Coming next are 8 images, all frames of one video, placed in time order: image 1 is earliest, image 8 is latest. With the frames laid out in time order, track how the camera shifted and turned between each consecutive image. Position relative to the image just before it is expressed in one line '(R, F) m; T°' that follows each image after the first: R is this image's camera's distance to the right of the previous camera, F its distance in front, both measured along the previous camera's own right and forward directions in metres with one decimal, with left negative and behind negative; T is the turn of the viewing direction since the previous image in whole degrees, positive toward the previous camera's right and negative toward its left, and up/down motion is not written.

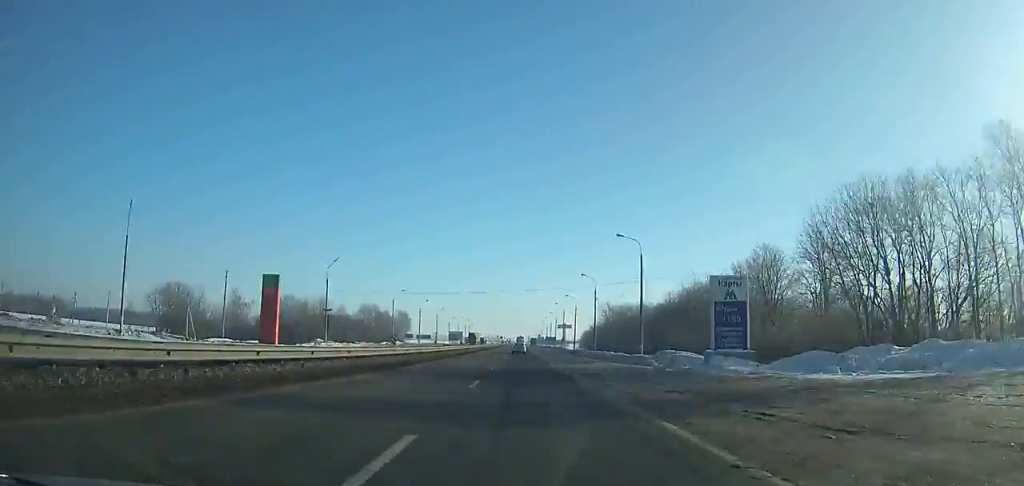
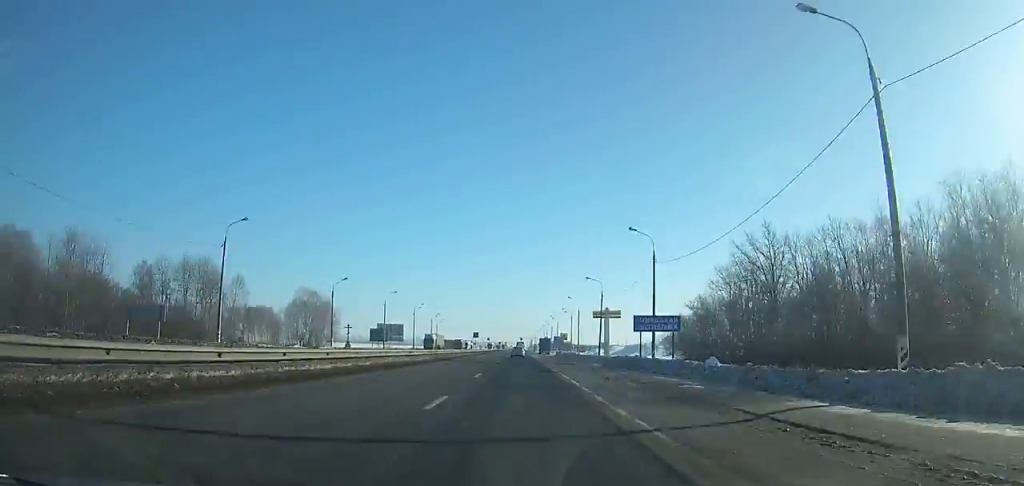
(-0.4, +123.4) m; 0°
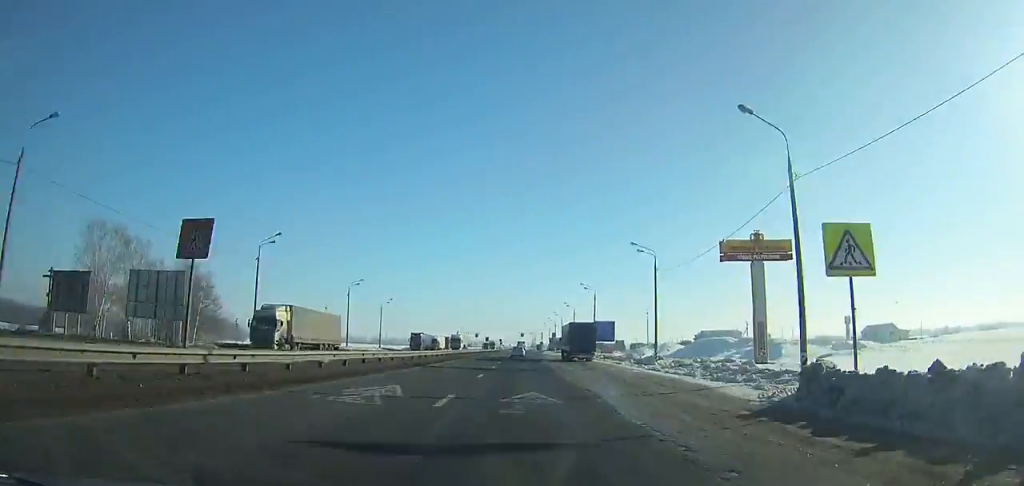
(0.0, +82.2) m; 0°
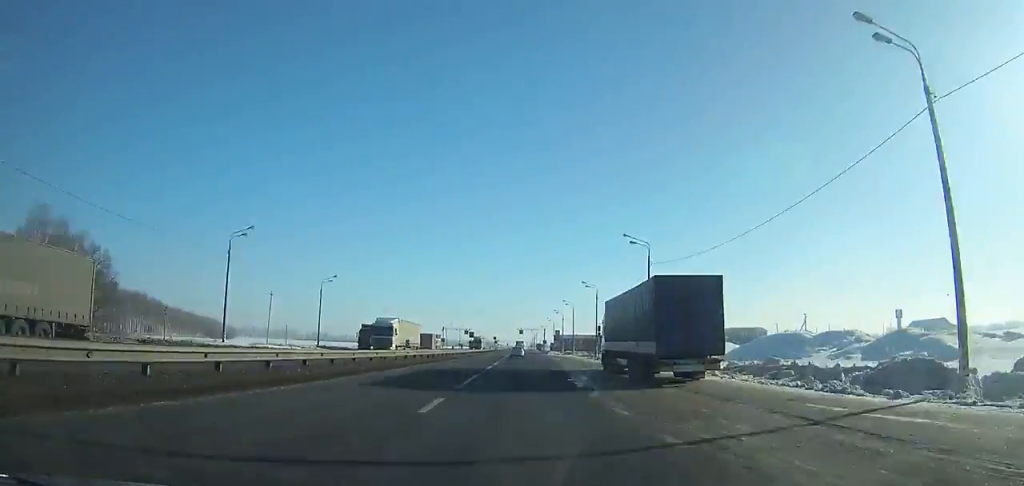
(+0.1, +37.0) m; 0°
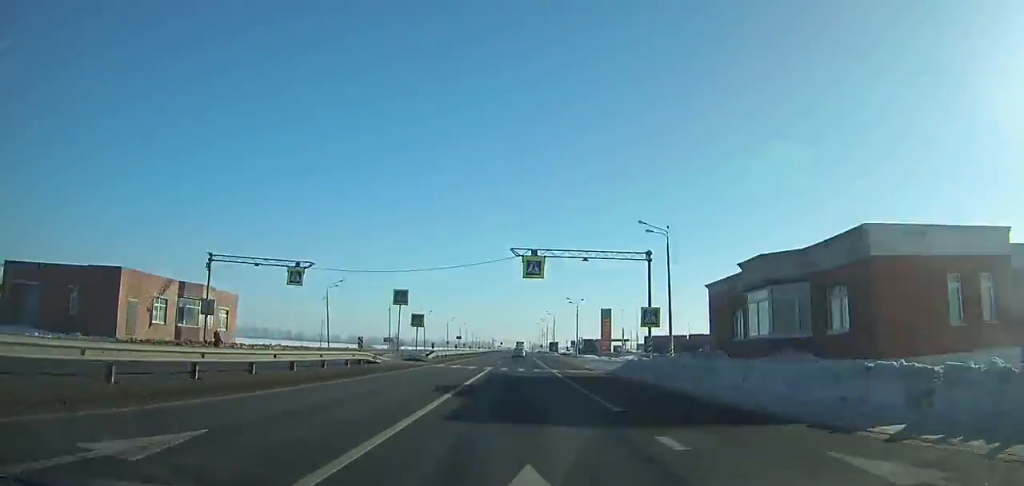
(+0.1, +139.3) m; 0°
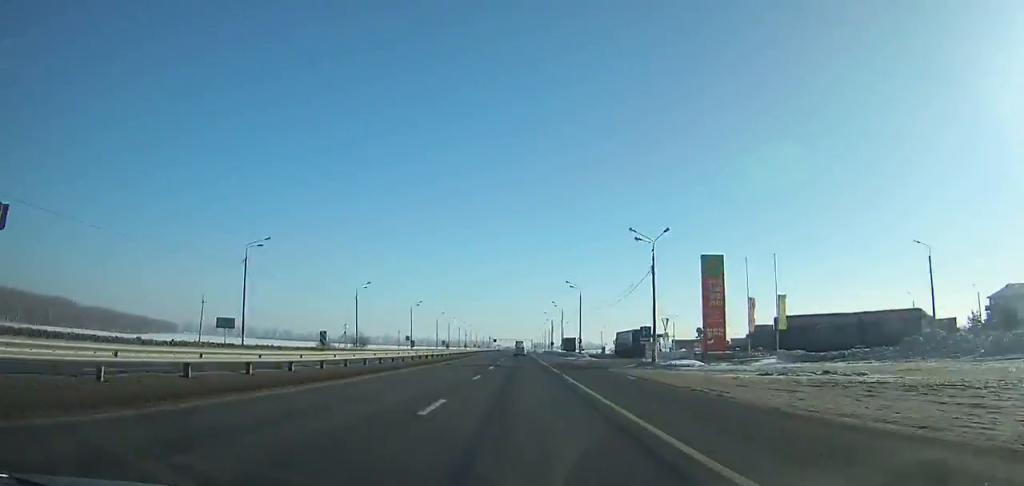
(0.0, +63.9) m; 0°
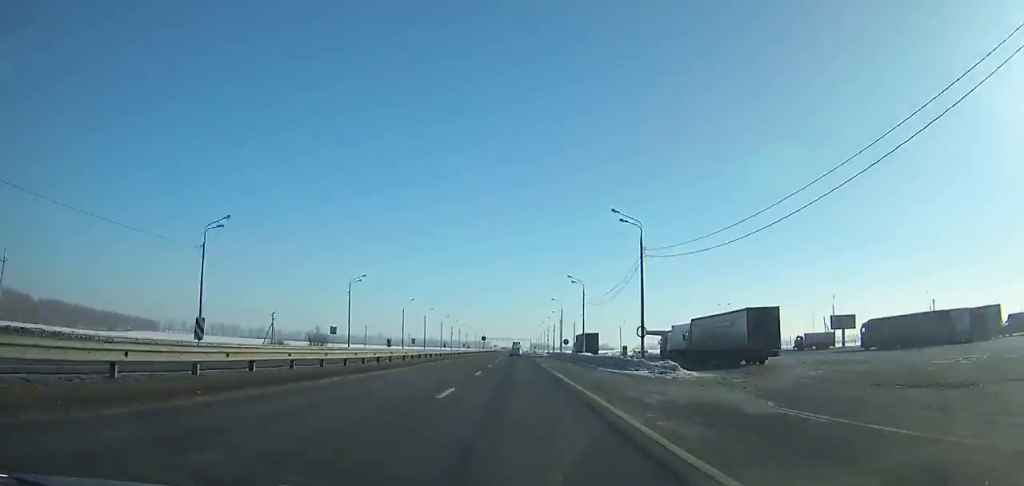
(-0.1, +44.6) m; 0°
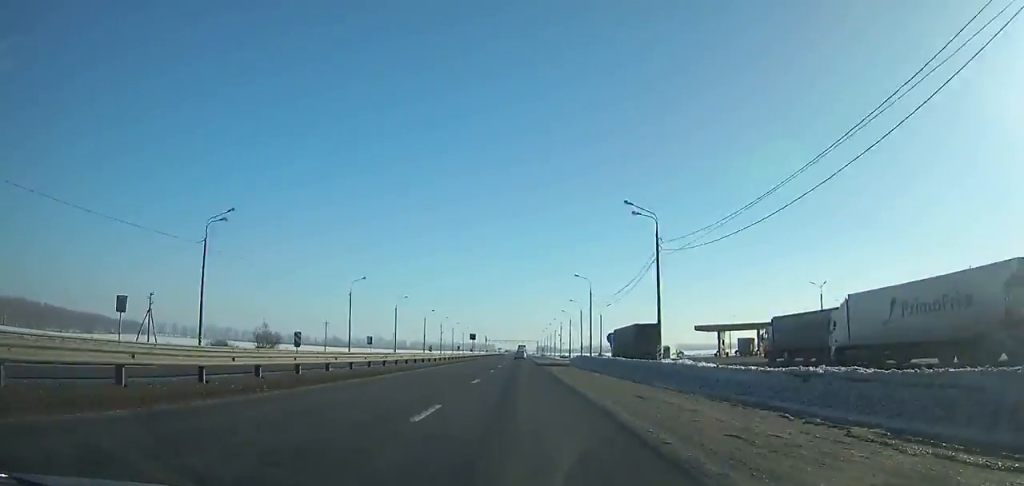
(-0.1, +39.8) m; 0°
